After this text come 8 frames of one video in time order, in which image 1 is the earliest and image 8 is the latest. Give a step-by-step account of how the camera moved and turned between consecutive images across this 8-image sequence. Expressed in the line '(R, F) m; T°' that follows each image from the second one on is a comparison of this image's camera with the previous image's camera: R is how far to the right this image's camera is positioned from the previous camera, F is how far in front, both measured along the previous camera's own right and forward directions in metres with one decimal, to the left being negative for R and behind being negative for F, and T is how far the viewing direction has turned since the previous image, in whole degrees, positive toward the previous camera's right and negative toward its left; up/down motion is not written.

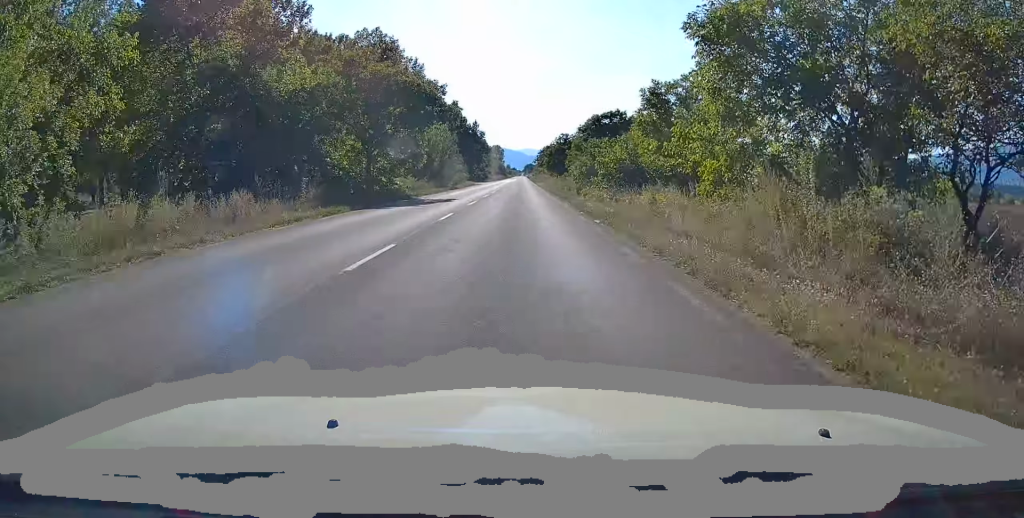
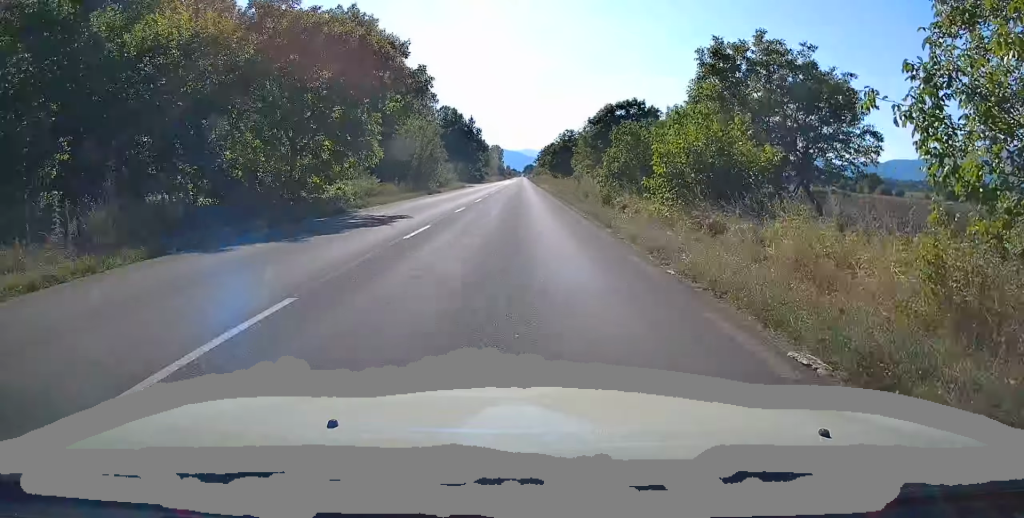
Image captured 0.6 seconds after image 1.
(-0.2, +13.7) m; 0°
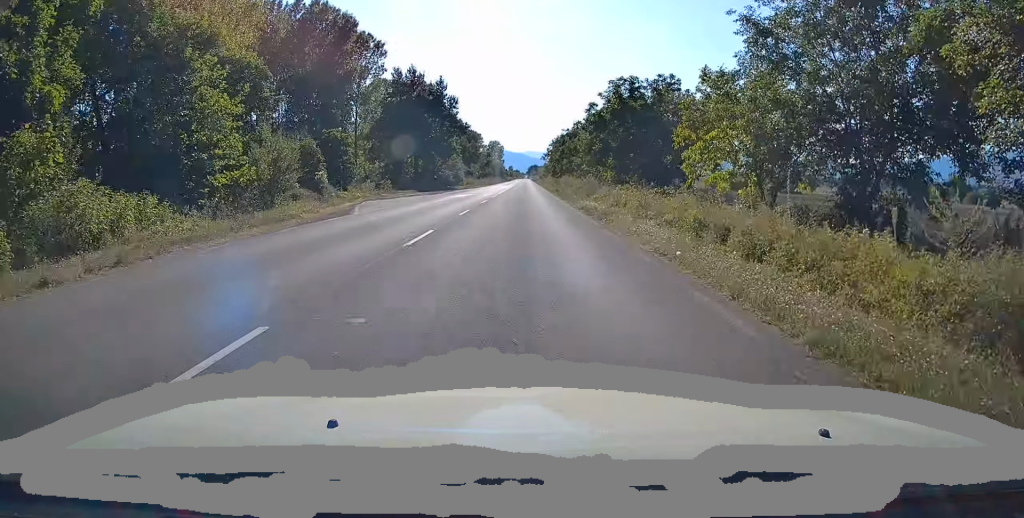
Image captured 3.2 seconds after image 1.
(-0.3, +63.7) m; 0°
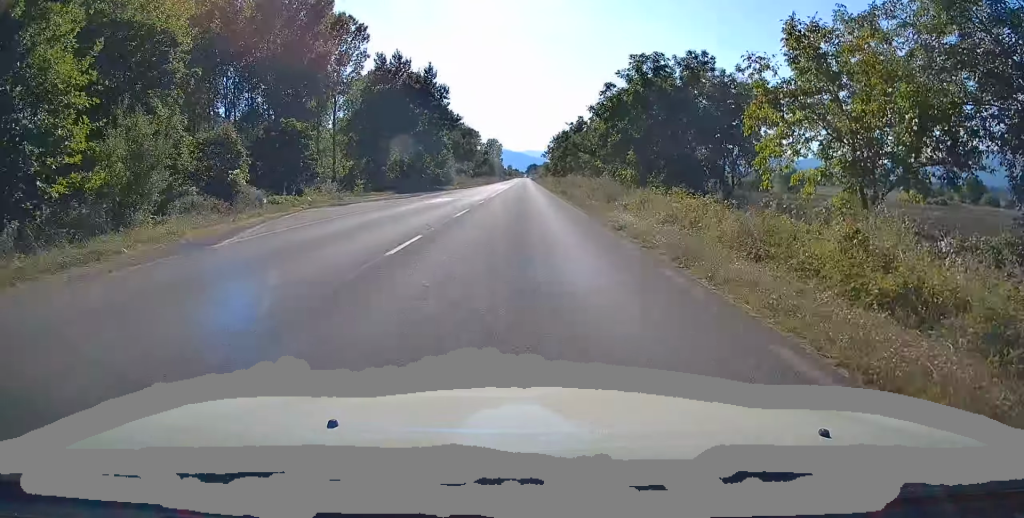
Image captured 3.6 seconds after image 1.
(0.0, +10.5) m; 0°
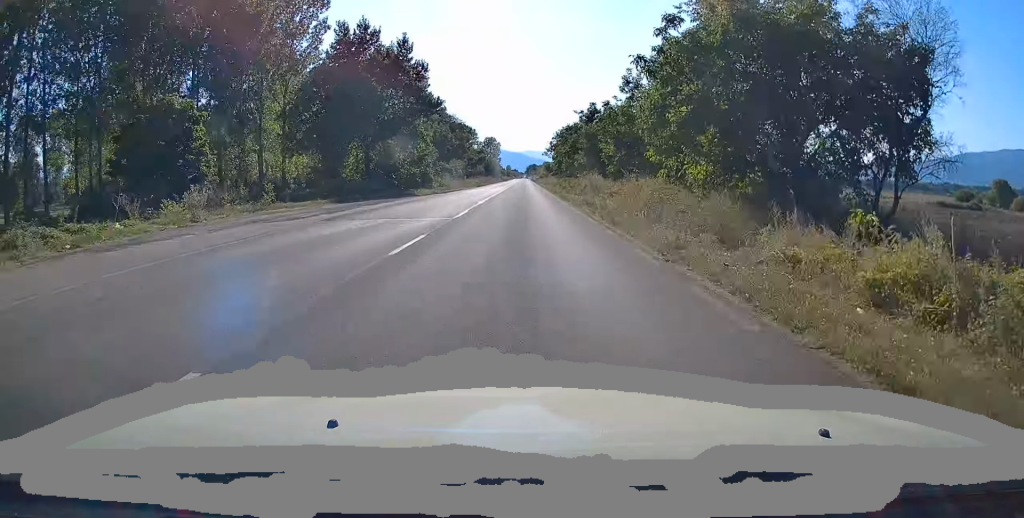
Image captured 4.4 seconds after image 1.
(+0.3, +17.8) m; 0°
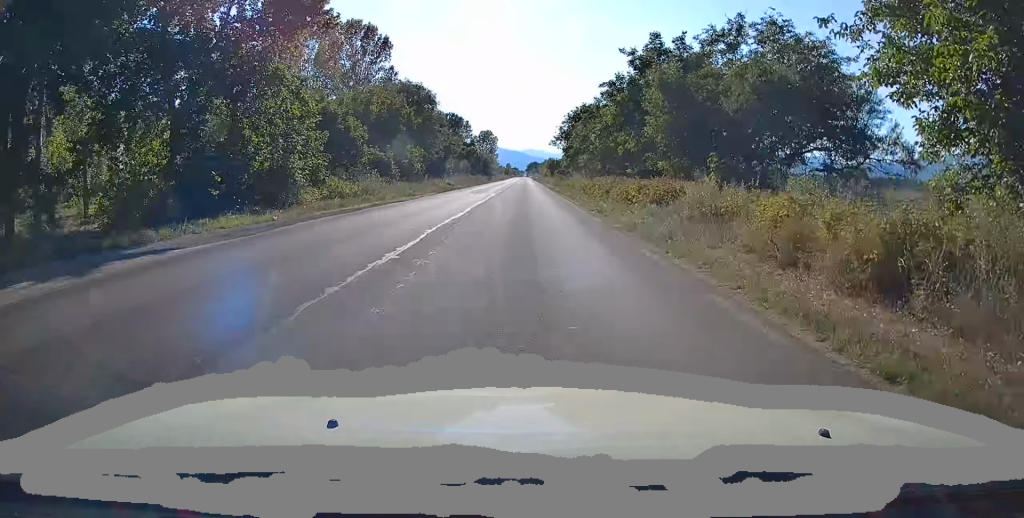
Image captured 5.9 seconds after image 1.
(-0.1, +37.1) m; 0°
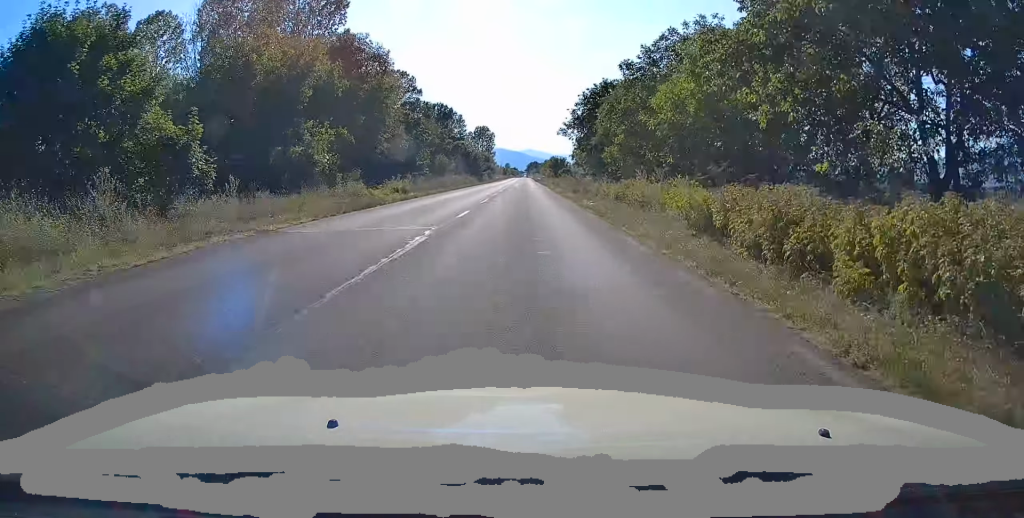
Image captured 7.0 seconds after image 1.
(+0.1, +26.5) m; -1°
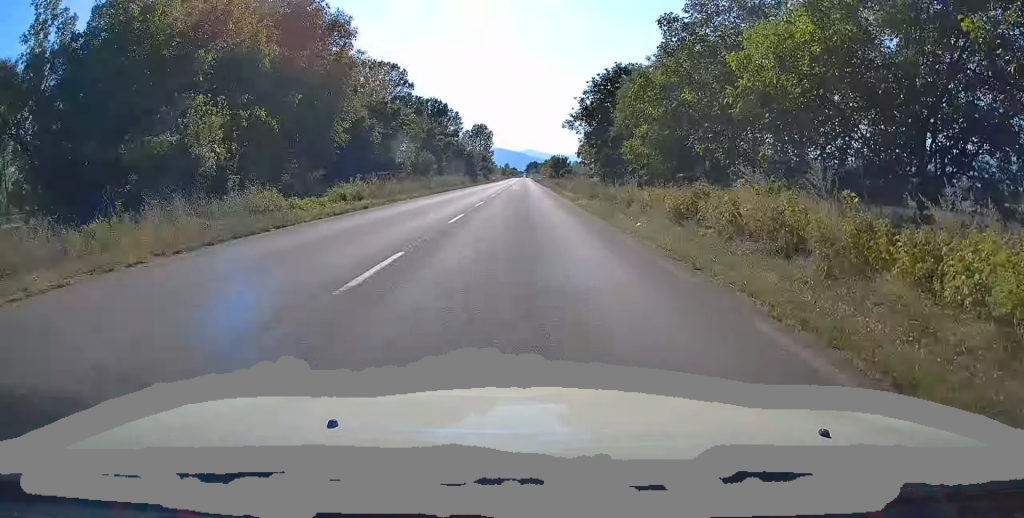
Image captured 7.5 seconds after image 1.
(-0.1, +11.2) m; -1°
